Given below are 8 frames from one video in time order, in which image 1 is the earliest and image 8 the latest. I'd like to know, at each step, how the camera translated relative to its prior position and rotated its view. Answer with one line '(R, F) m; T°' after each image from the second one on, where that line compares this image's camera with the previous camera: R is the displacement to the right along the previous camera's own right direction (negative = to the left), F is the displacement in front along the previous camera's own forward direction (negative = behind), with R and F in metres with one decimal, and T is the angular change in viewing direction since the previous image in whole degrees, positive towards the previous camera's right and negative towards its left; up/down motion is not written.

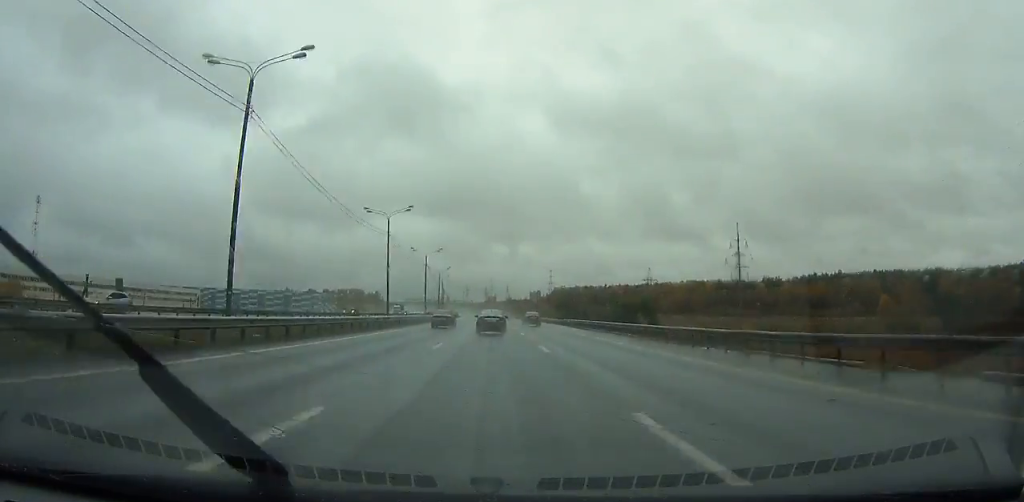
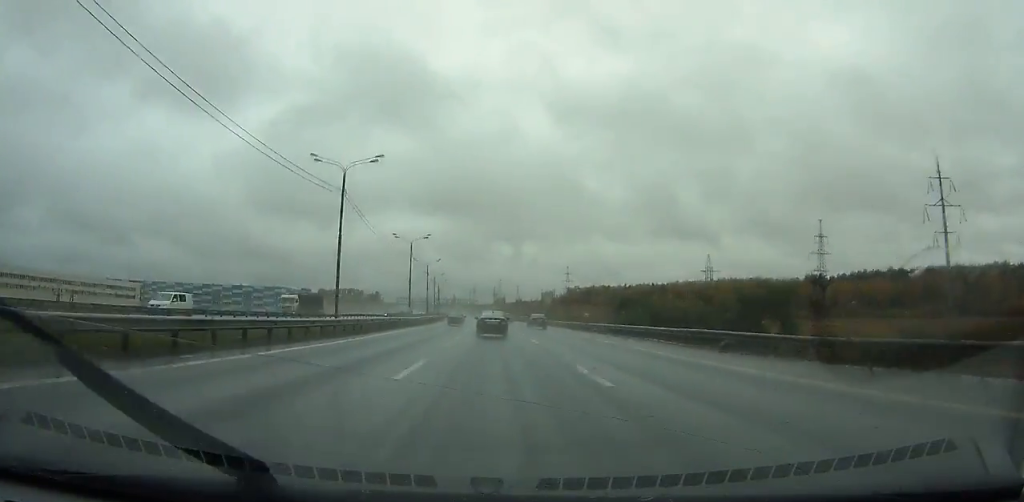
(-0.8, +74.0) m; -1°
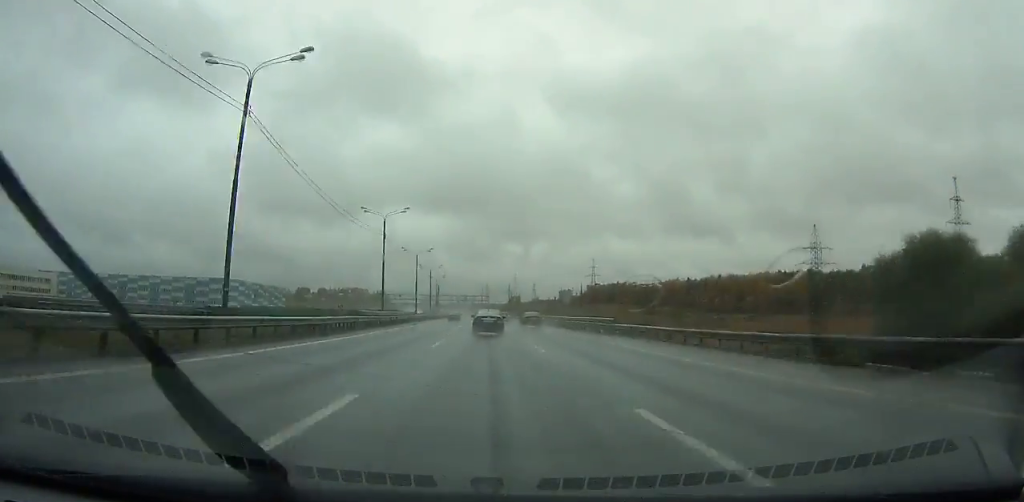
(-0.6, +71.1) m; -1°
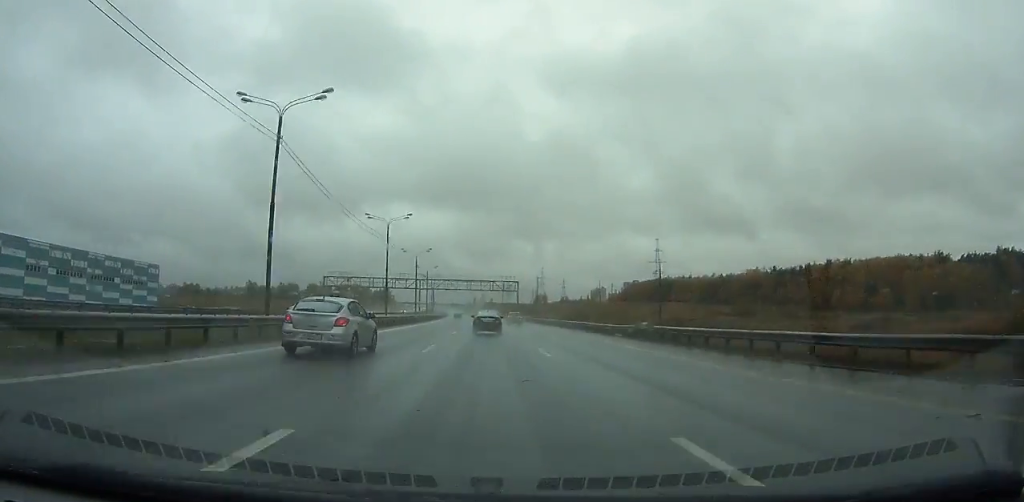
(-3.5, +135.0) m; -3°
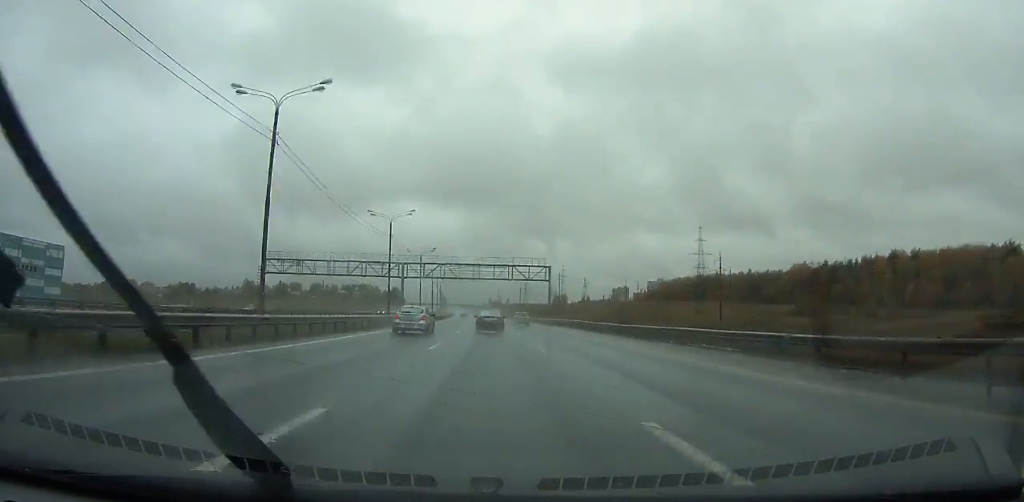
(-0.3, +47.0) m; -1°
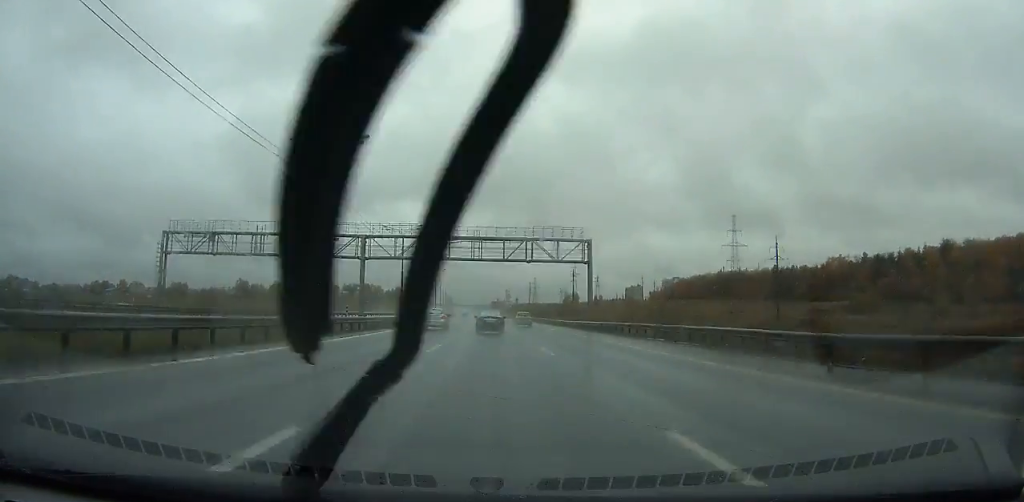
(-0.1, +32.3) m; -1°
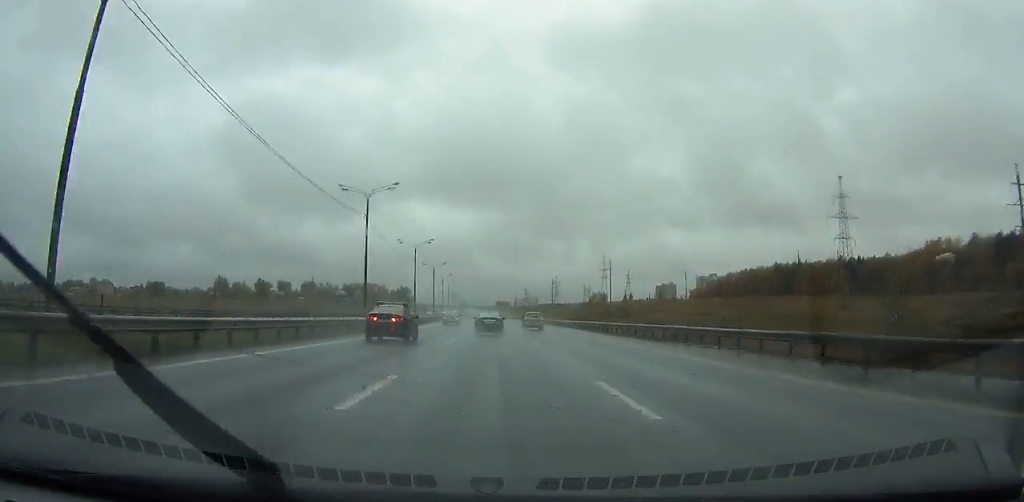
(-1.1, +75.7) m; -2°
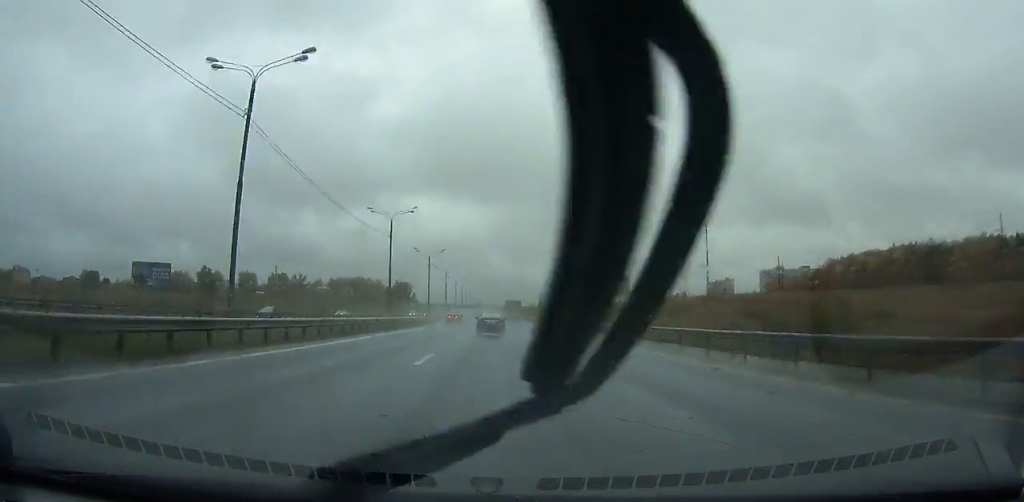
(-2.5, +118.8) m; -2°
